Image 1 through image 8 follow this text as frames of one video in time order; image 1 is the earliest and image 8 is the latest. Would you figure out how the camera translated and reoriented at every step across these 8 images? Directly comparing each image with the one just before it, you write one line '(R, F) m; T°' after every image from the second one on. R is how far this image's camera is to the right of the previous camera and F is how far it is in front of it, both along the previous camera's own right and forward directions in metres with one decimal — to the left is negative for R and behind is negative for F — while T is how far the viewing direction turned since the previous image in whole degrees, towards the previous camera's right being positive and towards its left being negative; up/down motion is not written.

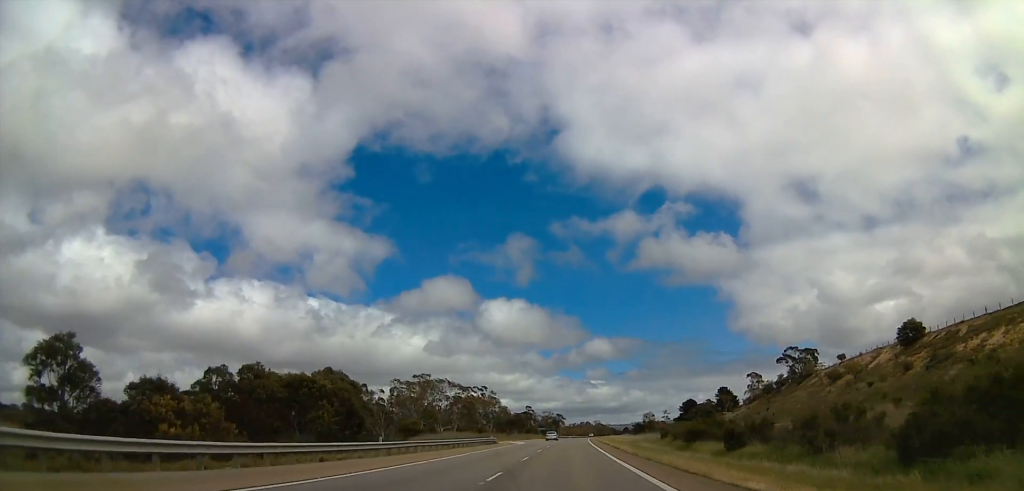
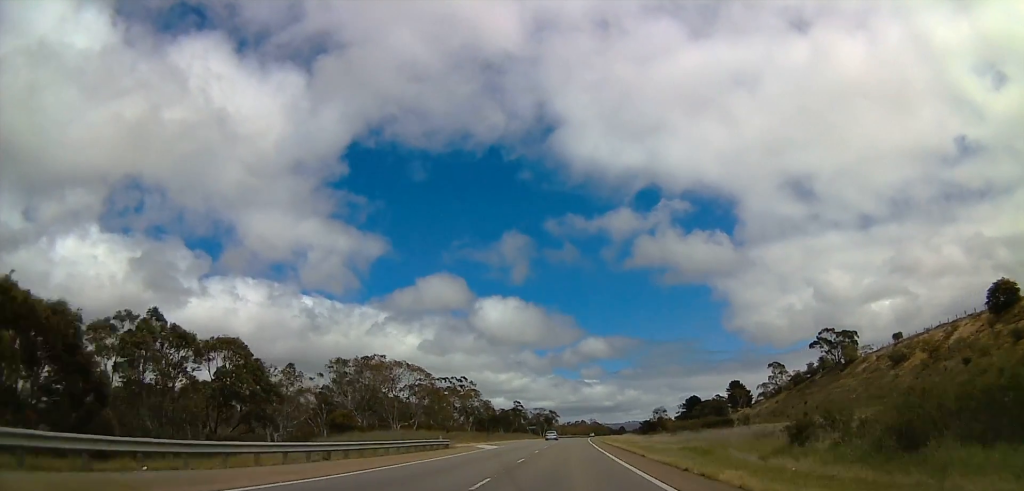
(-0.2, +26.6) m; +3°
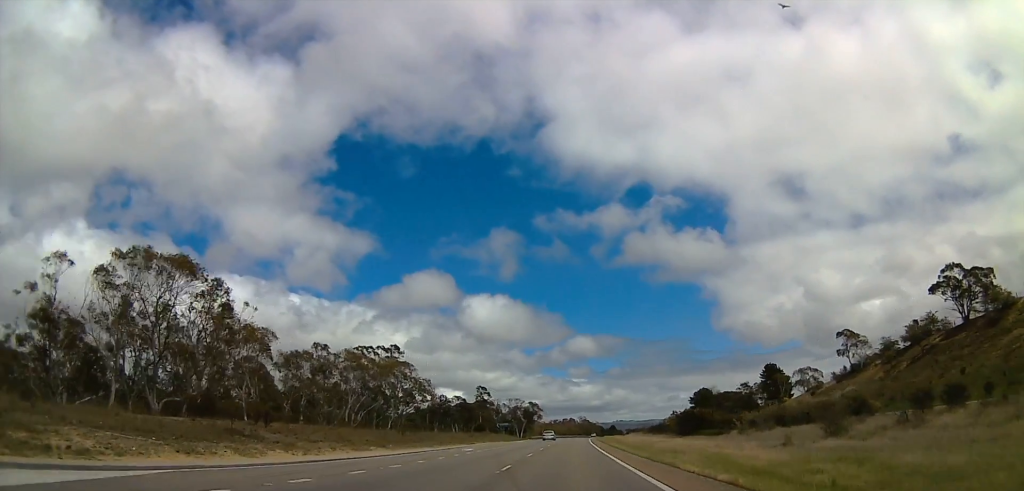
(+0.6, +53.0) m; -2°
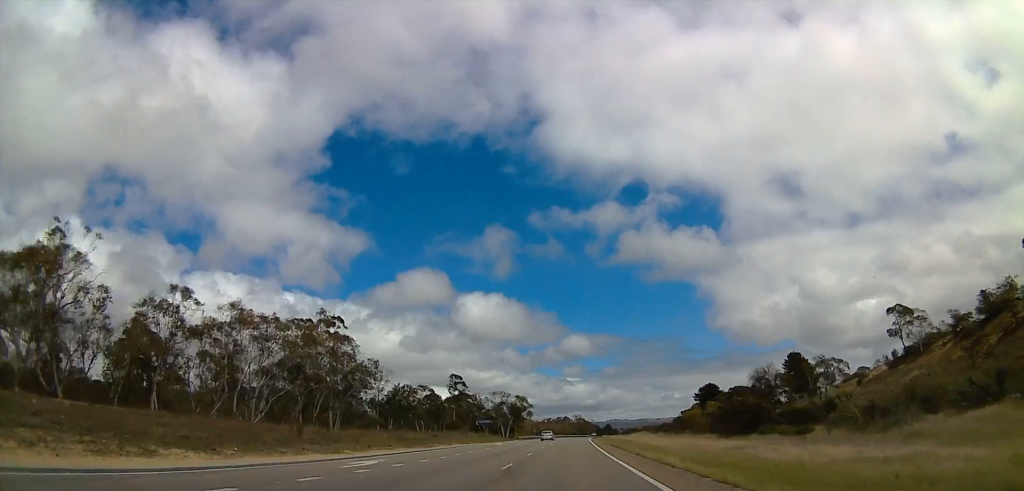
(-0.4, +23.3) m; 0°
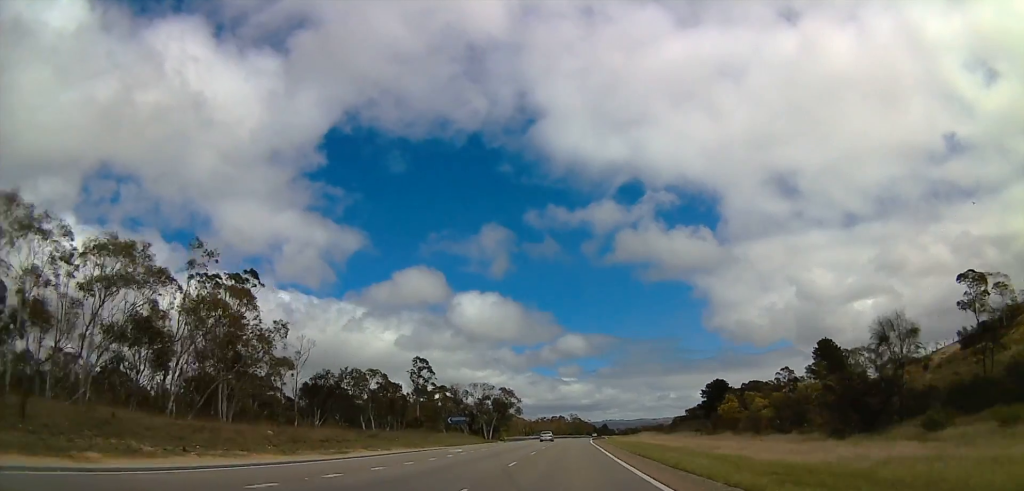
(-0.1, +22.3) m; +2°
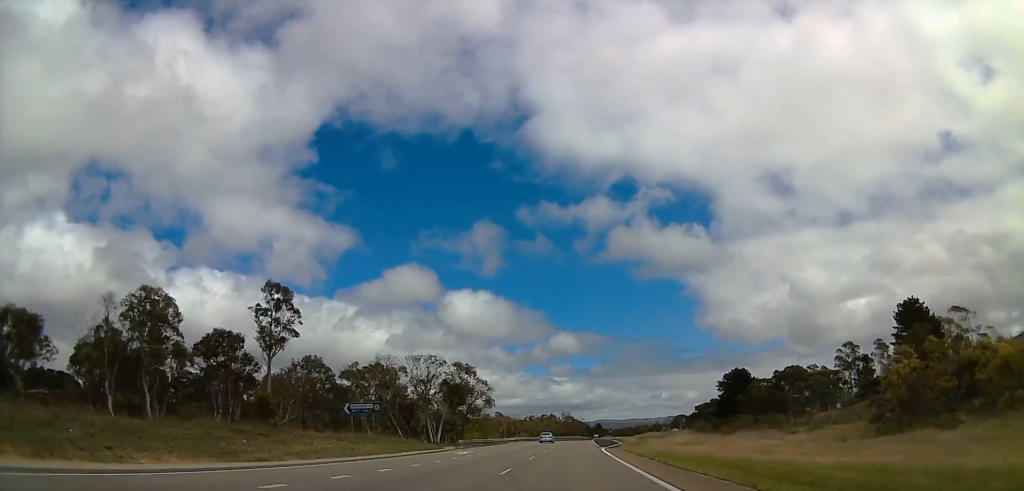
(+0.8, +39.4) m; 0°
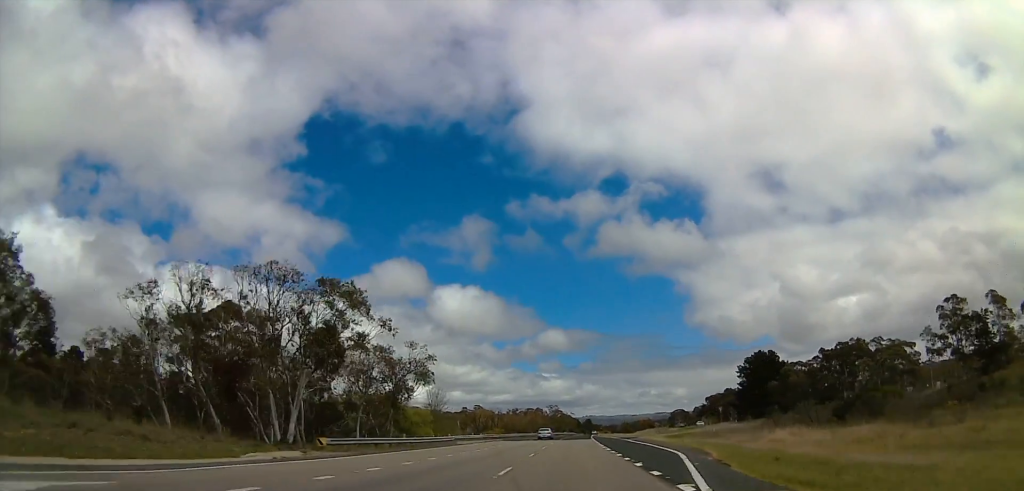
(-0.2, +37.3) m; +1°
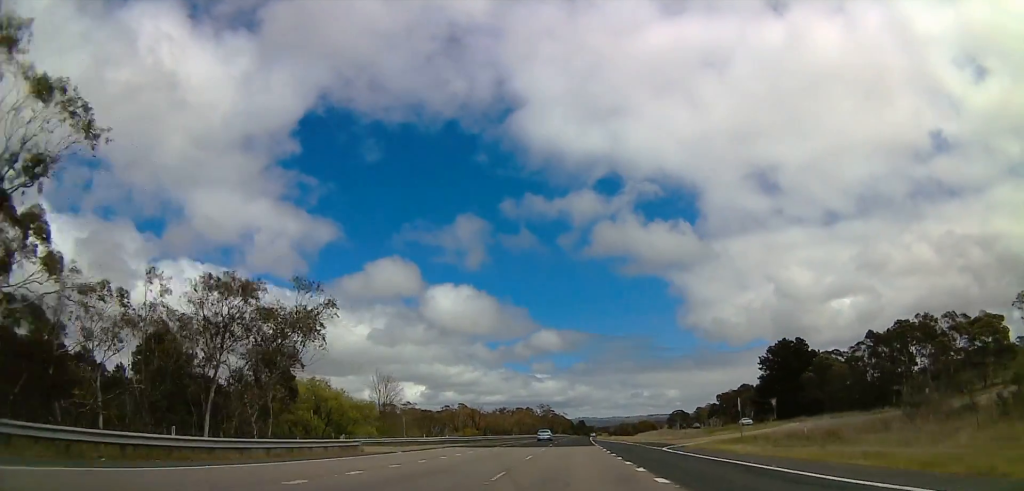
(+0.6, +25.6) m; +1°
